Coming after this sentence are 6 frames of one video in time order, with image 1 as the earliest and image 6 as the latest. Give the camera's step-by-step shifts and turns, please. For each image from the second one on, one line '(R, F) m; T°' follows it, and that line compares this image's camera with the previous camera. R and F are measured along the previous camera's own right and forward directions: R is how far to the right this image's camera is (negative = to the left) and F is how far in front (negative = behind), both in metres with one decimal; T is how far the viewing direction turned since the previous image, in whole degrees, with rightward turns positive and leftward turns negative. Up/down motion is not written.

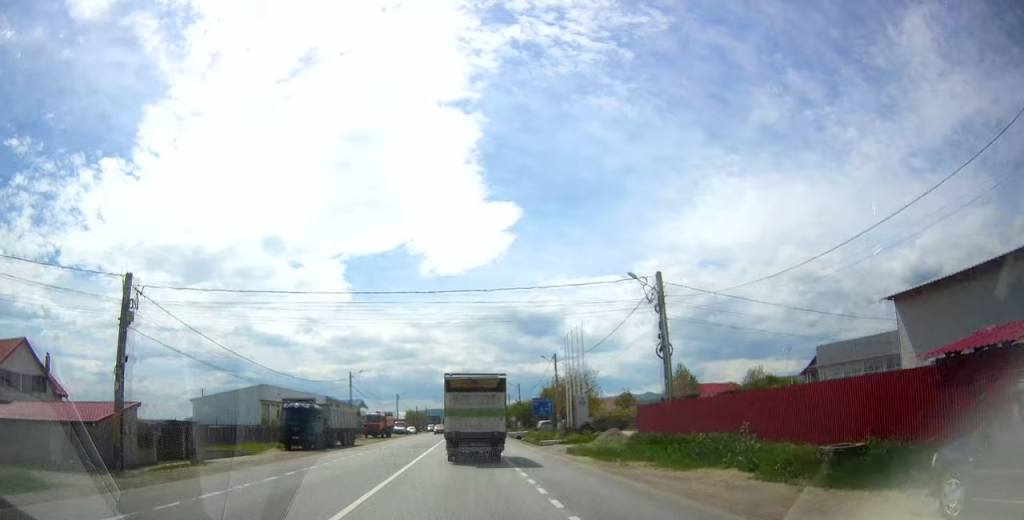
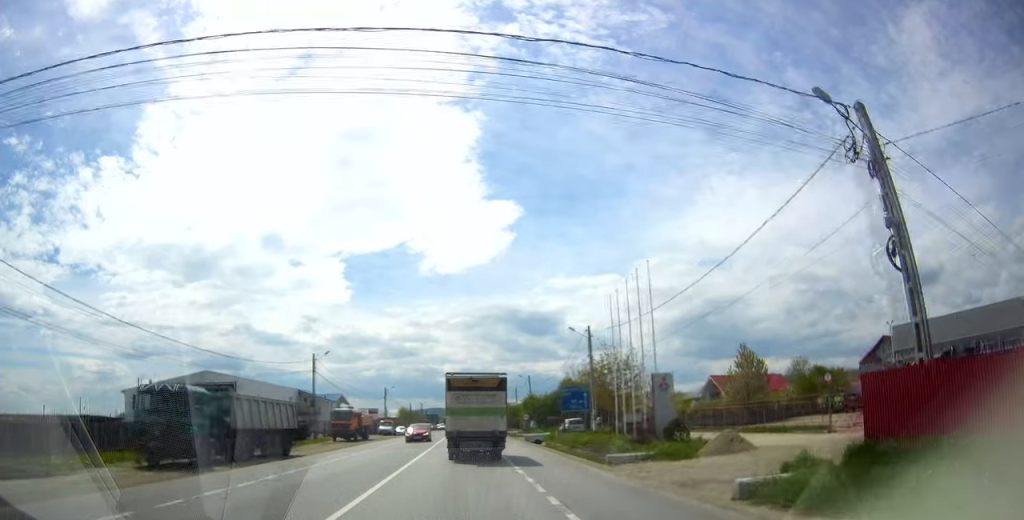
(+0.2, +17.3) m; 0°
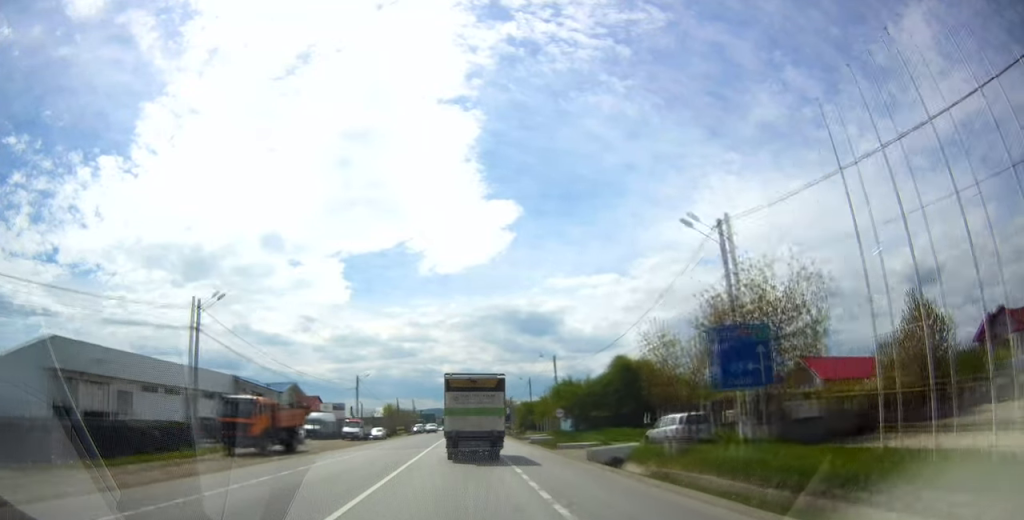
(-0.1, +25.2) m; +1°
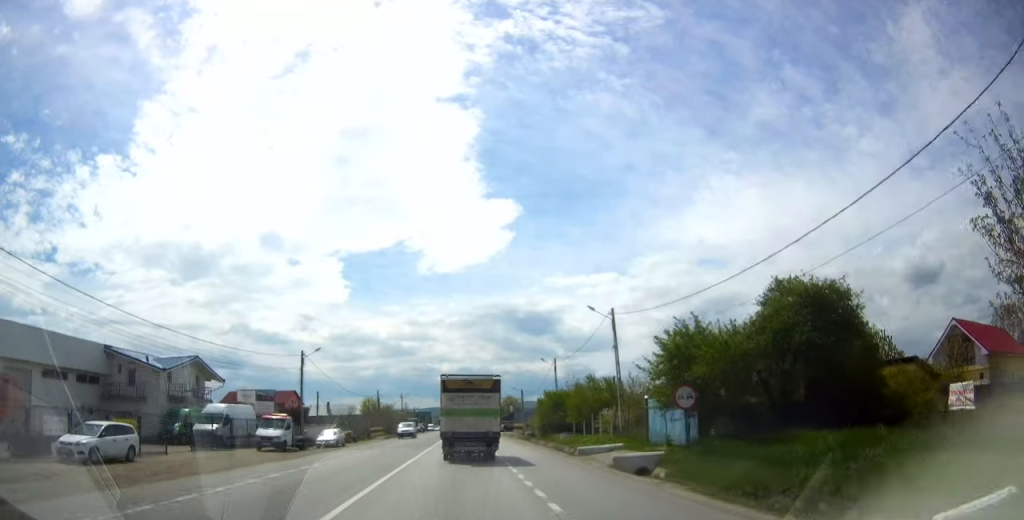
(+0.2, +25.6) m; -1°
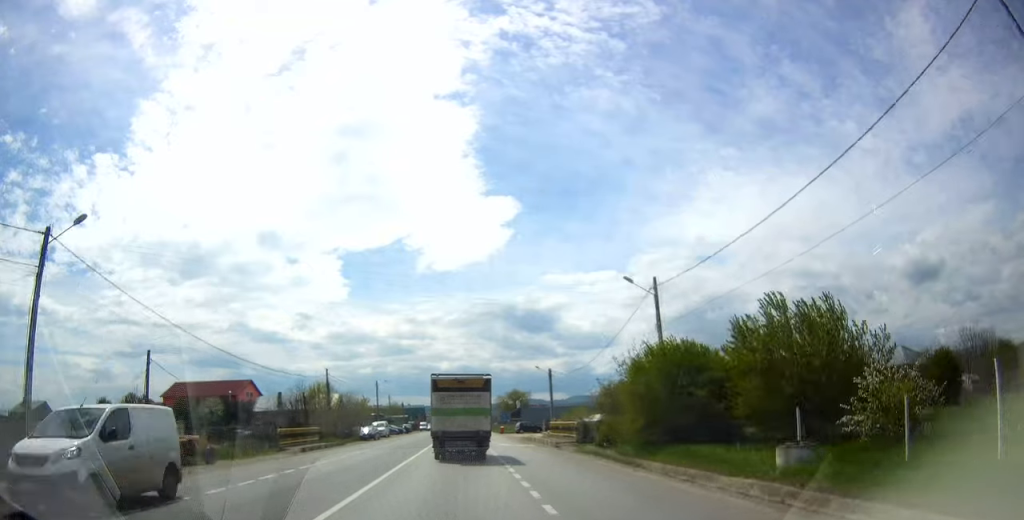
(+0.1, +34.1) m; +1°
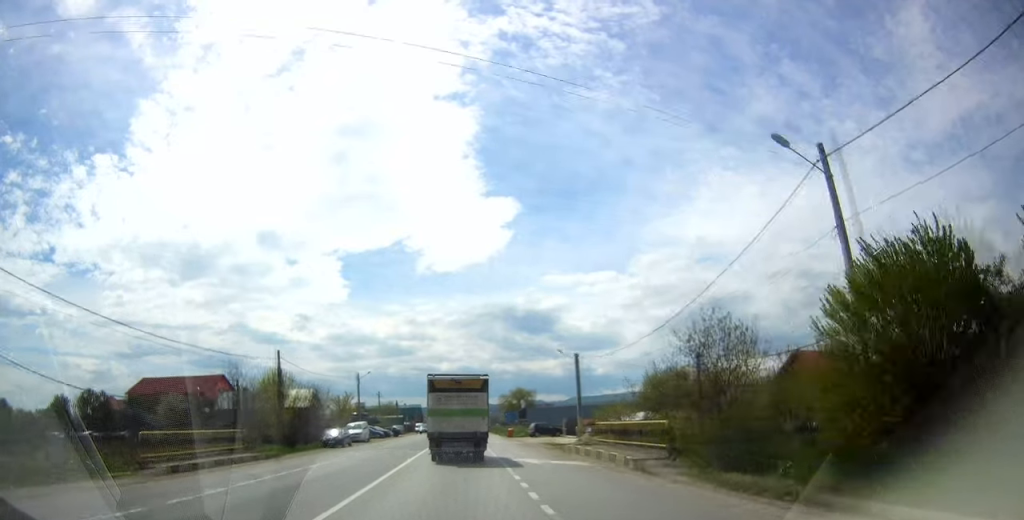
(0.0, +15.7) m; -1°
